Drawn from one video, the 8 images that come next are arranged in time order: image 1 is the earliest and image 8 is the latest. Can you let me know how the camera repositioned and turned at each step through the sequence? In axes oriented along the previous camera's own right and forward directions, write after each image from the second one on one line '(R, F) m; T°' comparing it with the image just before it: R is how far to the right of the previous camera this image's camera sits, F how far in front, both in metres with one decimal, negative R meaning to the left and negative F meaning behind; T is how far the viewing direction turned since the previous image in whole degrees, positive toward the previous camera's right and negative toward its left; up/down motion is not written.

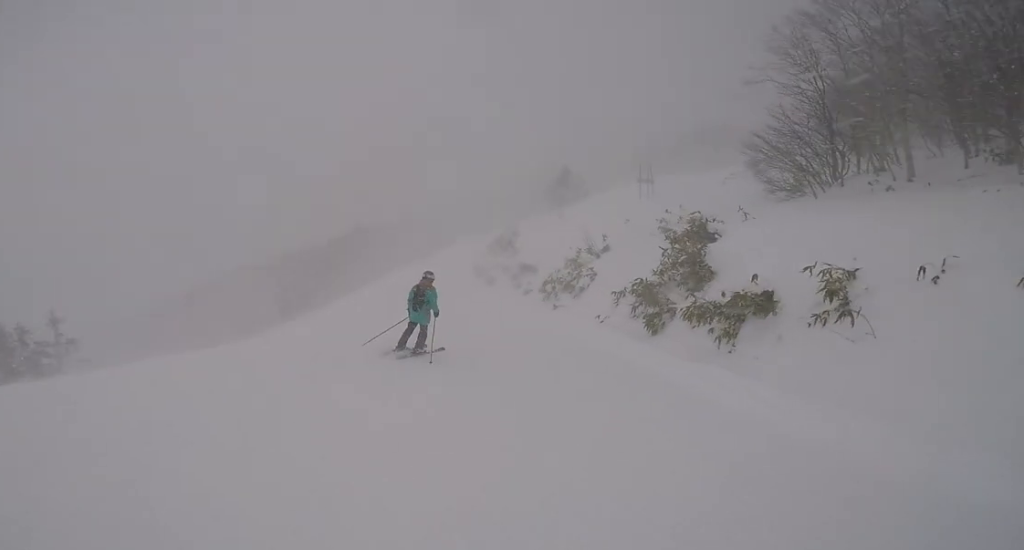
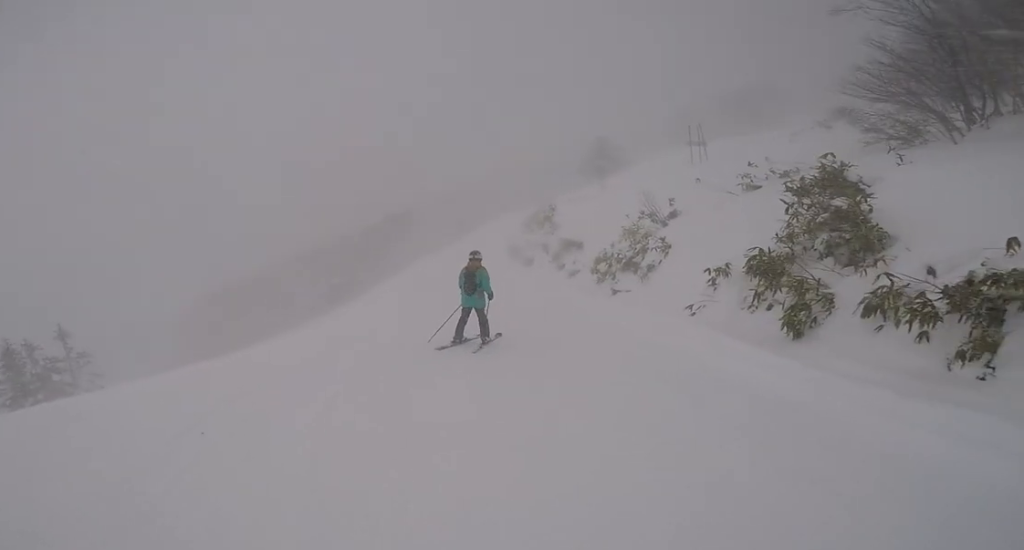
(+0.1, +3.0) m; +8°
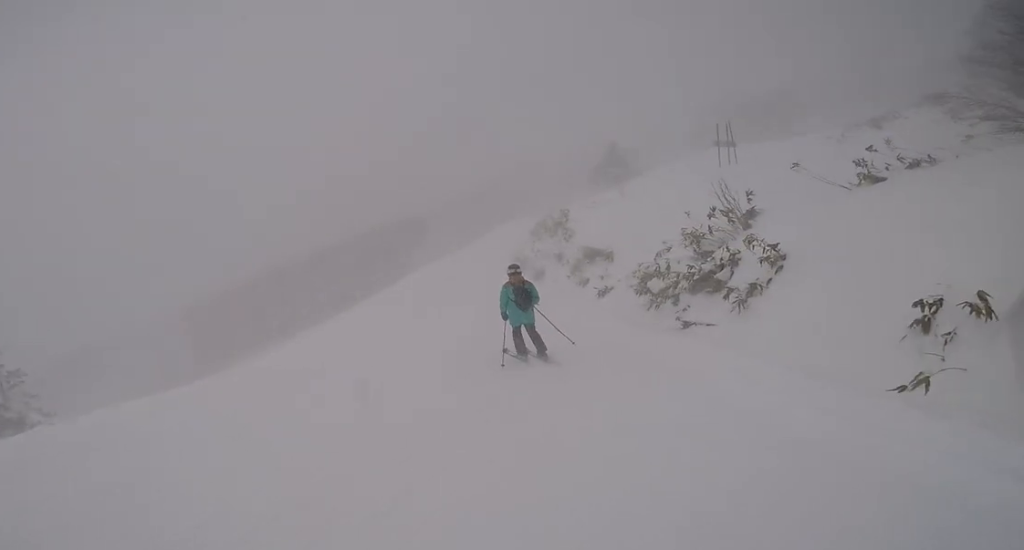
(+0.4, +3.5) m; 0°
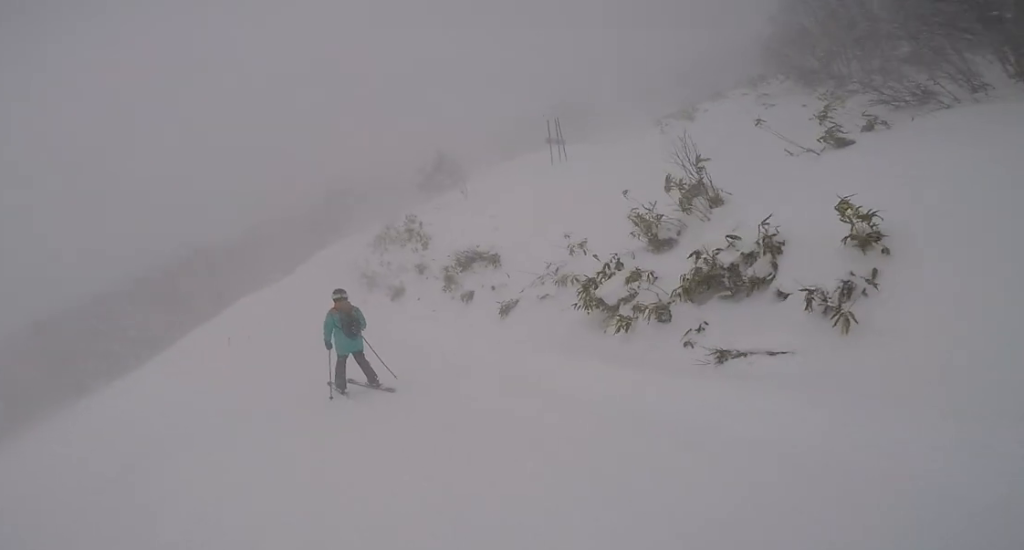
(-0.1, +3.8) m; -5°
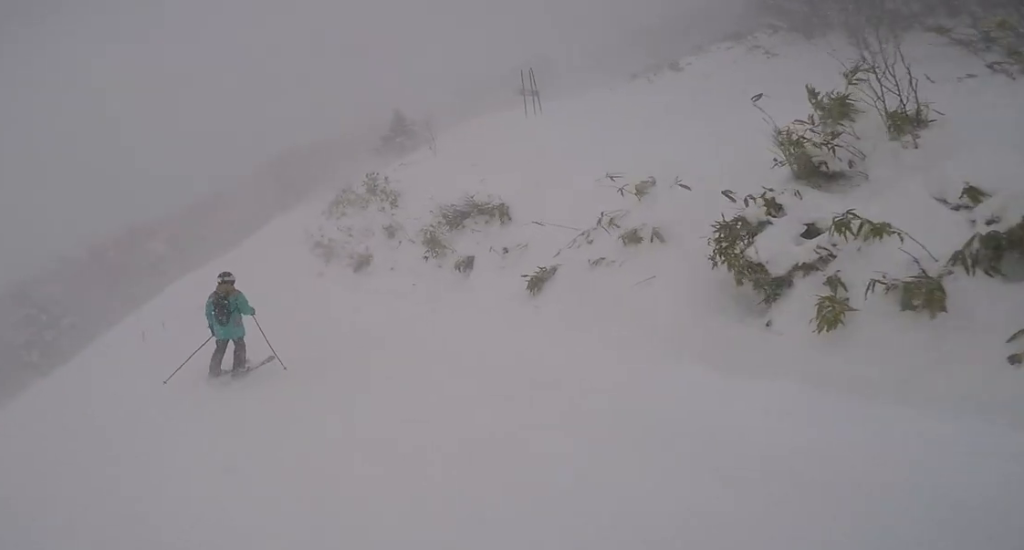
(-0.1, +3.1) m; -7°
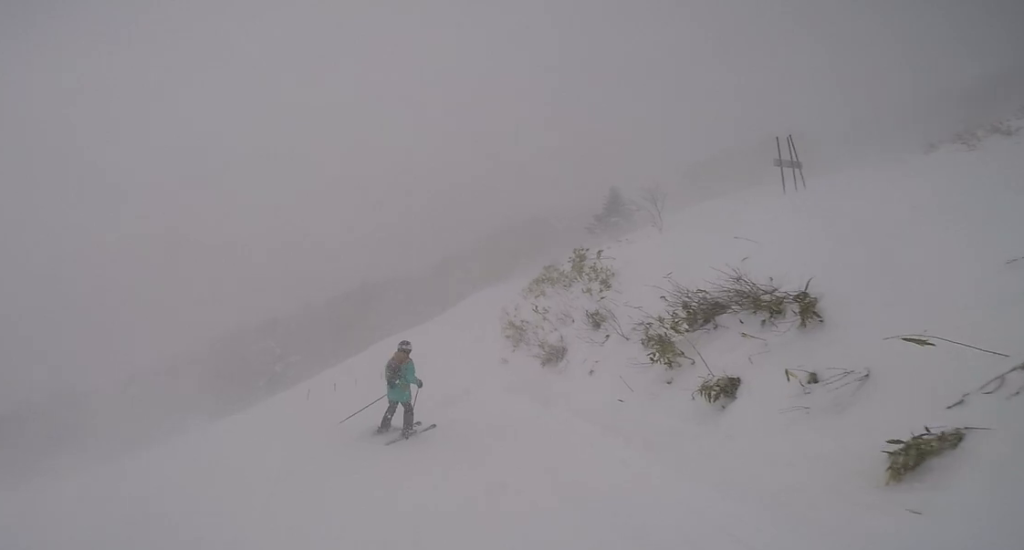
(-0.3, +2.4) m; -1°
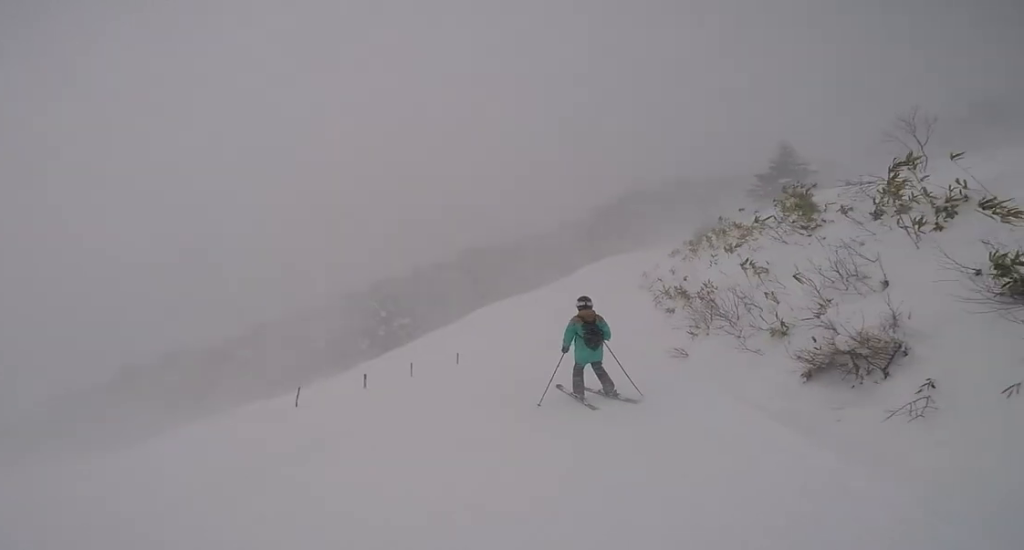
(0.0, +5.6) m; -3°
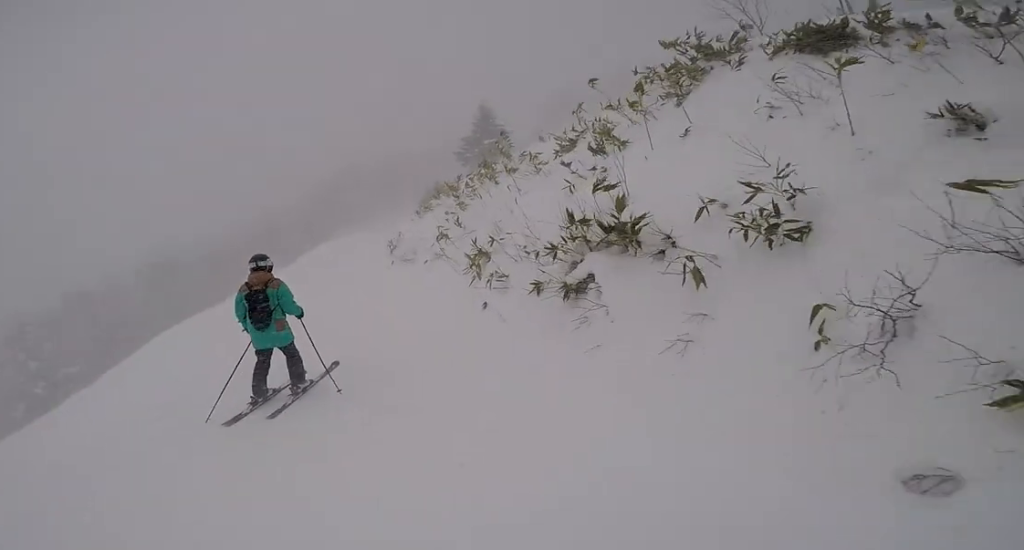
(-0.4, +8.2) m; +8°
